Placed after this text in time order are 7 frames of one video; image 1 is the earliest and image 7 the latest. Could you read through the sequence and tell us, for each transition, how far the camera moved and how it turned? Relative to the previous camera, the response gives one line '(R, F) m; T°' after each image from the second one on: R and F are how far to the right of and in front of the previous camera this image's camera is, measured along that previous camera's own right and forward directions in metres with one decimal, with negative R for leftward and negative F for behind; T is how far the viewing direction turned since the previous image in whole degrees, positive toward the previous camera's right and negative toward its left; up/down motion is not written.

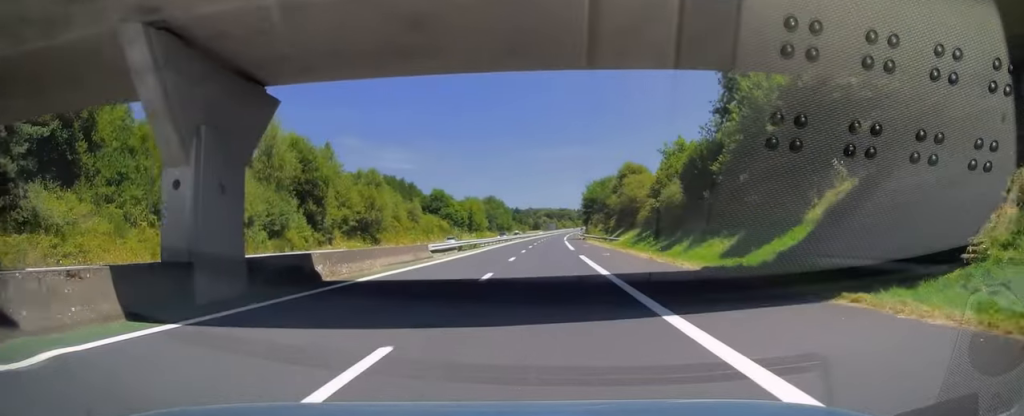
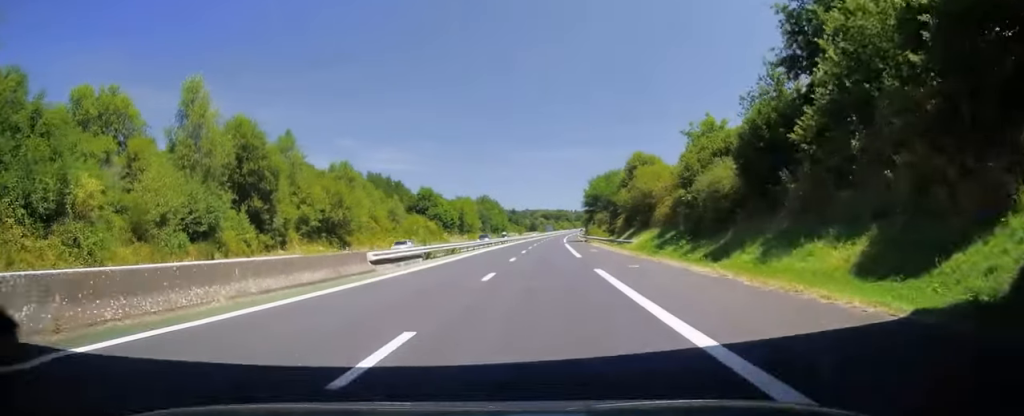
(-0.1, +11.7) m; 0°
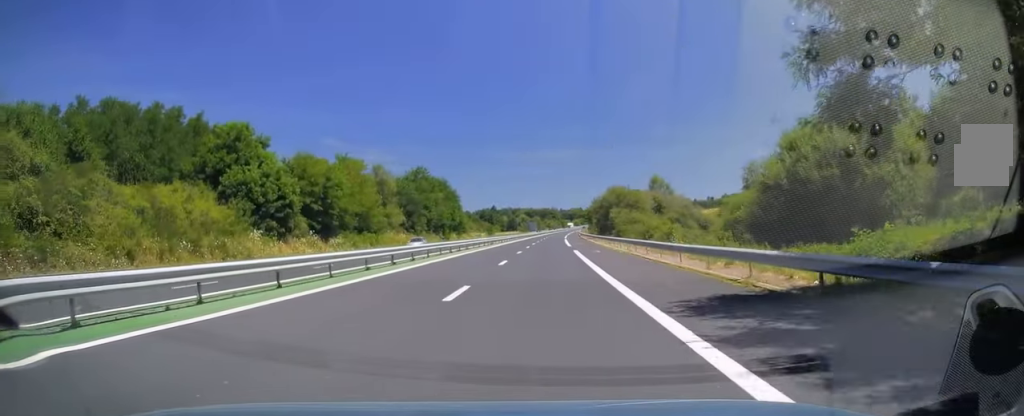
(+1.6, +84.0) m; +1°
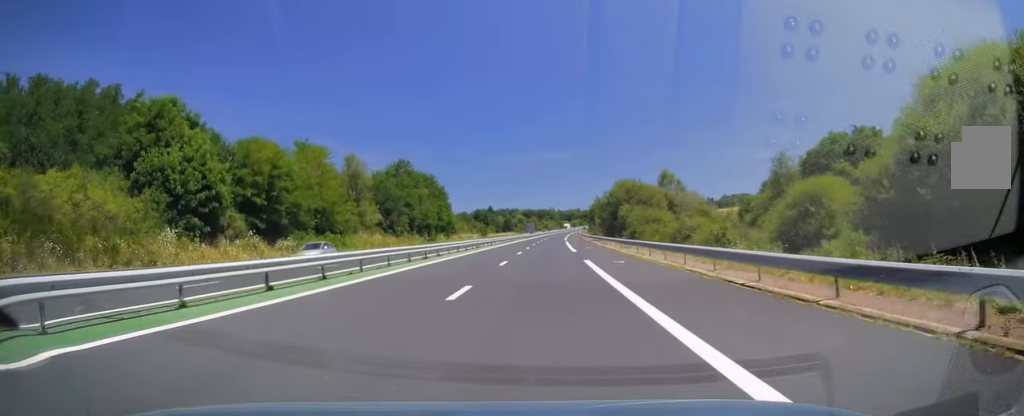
(0.0, +12.7) m; 0°
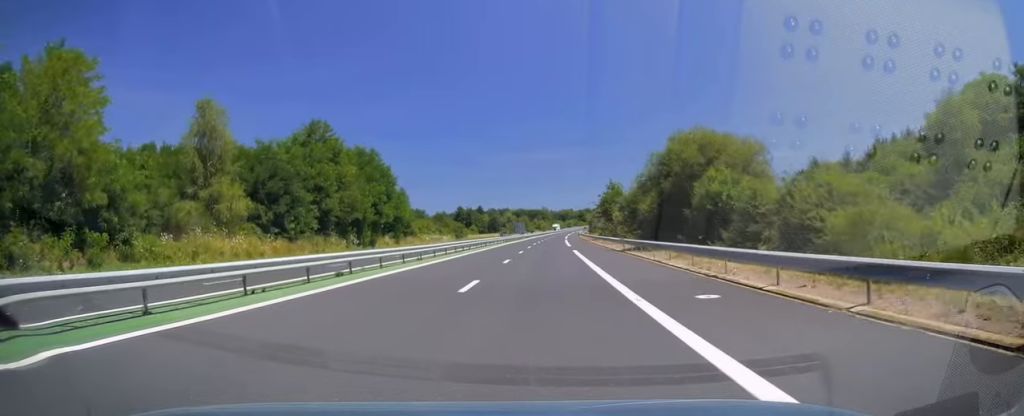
(+0.3, +37.2) m; +1°
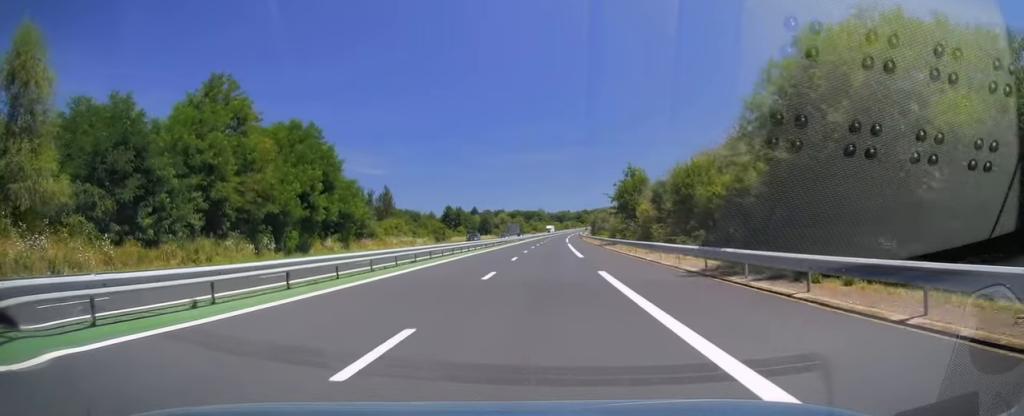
(+0.2, +21.5) m; +1°
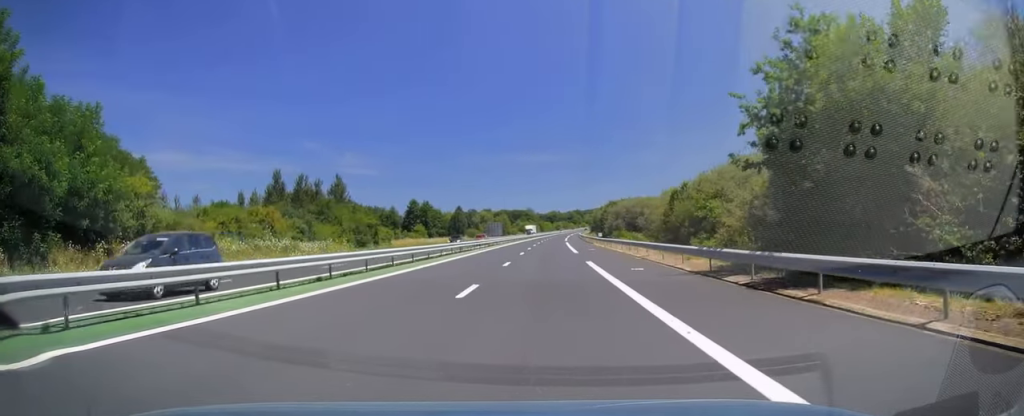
(+0.1, +44.5) m; 0°
